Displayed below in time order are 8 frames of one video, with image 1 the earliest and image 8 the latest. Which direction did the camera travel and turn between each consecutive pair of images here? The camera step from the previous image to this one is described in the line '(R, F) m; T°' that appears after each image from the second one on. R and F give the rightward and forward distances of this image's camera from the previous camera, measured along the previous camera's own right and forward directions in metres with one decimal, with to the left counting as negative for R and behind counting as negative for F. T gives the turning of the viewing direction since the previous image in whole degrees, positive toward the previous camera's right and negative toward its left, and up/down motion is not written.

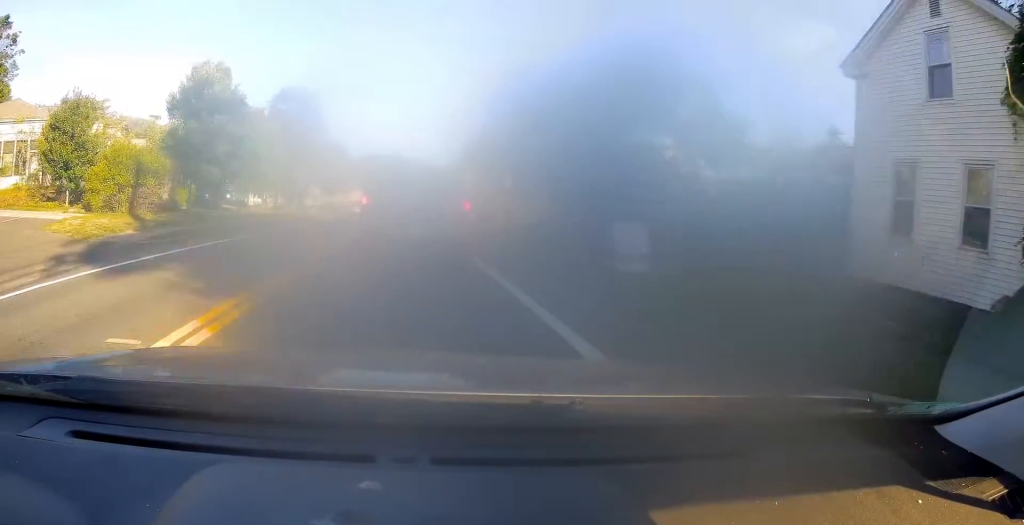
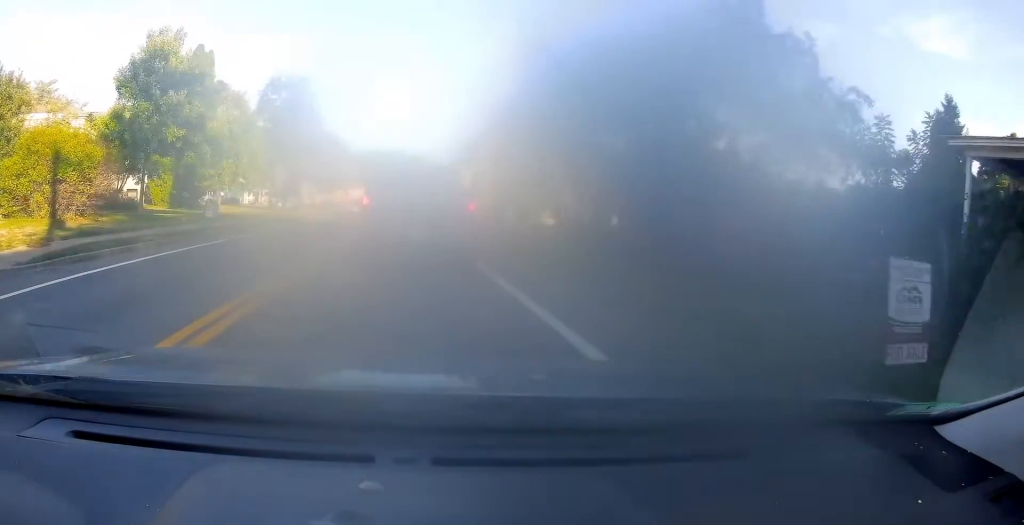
(-0.2, +5.5) m; 0°
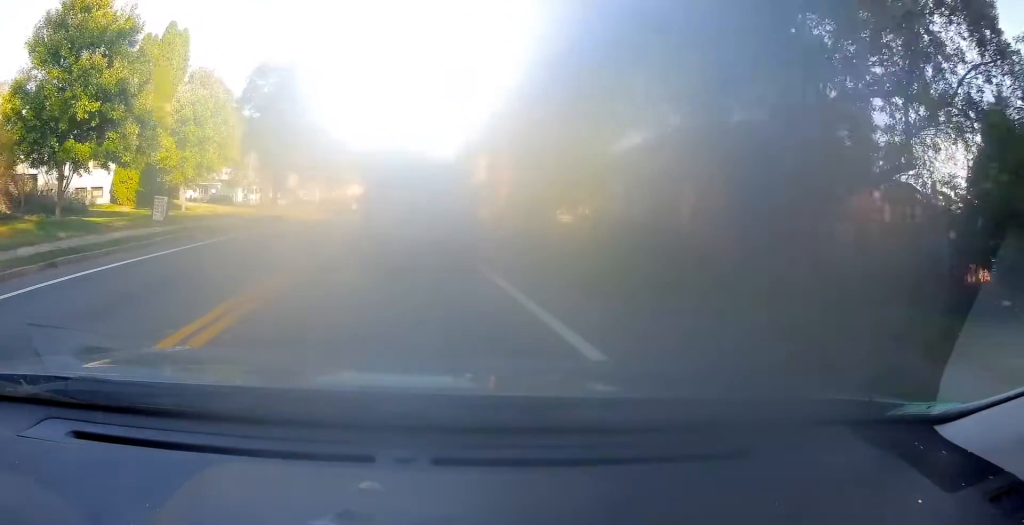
(+0.1, +6.6) m; -1°
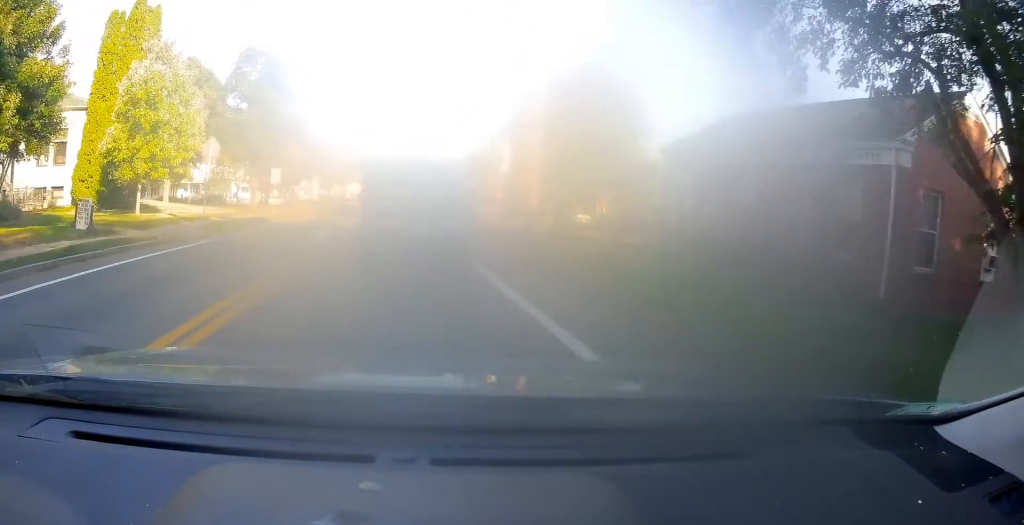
(+0.2, +6.5) m; -1°
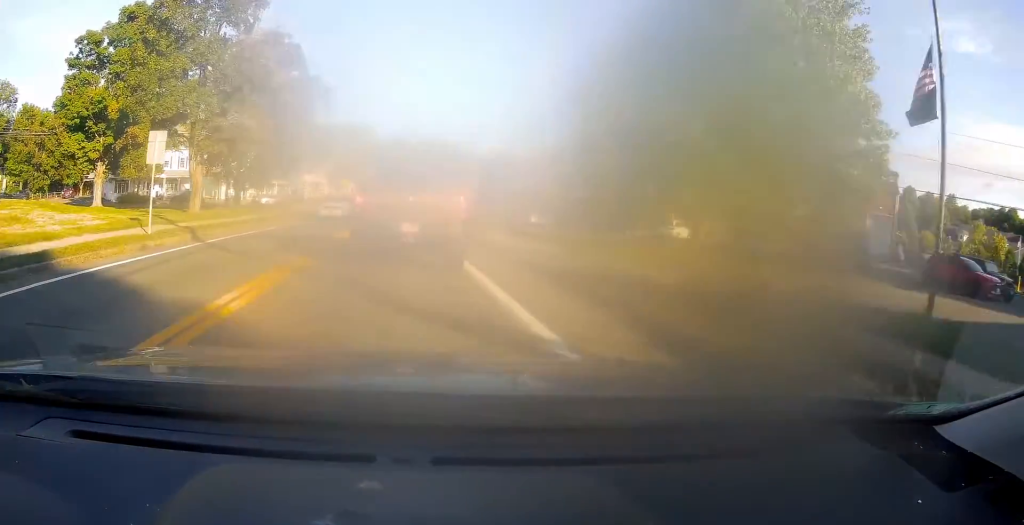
(-0.3, +20.3) m; -3°
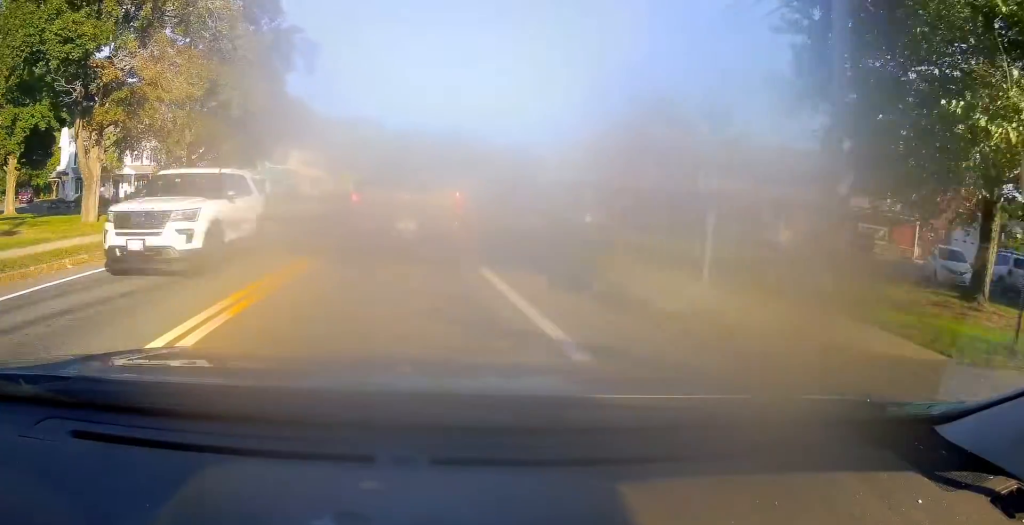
(-0.7, +13.6) m; -1°
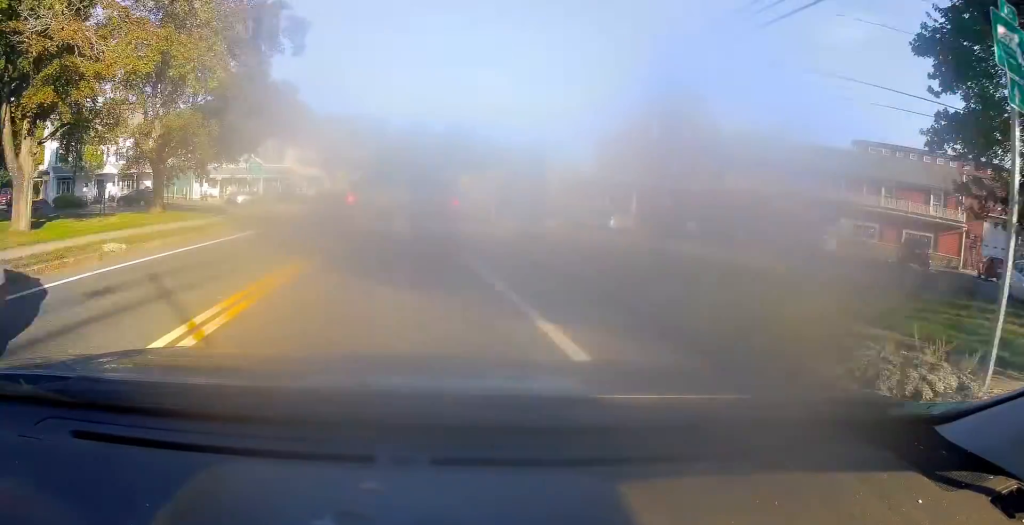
(+0.2, +4.7) m; +1°
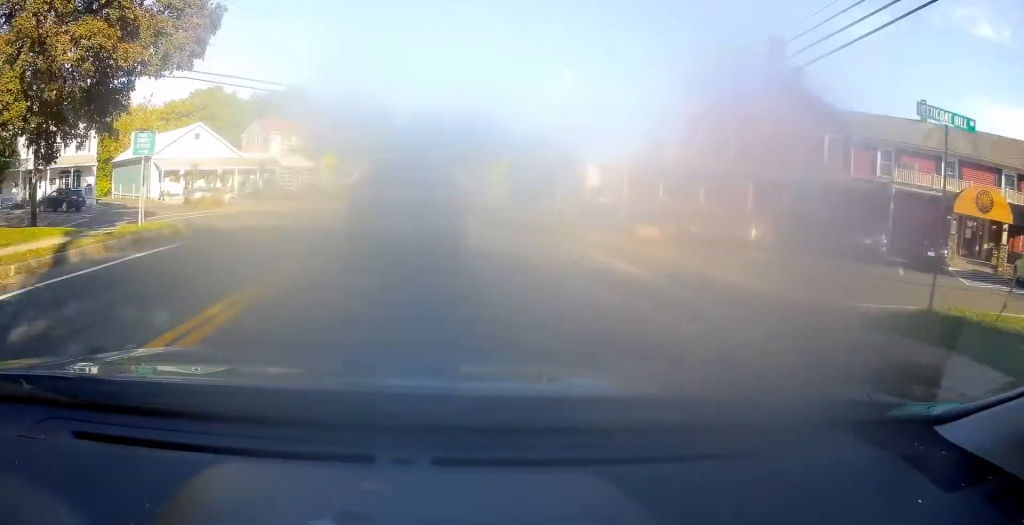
(+0.4, +15.6) m; -2°
